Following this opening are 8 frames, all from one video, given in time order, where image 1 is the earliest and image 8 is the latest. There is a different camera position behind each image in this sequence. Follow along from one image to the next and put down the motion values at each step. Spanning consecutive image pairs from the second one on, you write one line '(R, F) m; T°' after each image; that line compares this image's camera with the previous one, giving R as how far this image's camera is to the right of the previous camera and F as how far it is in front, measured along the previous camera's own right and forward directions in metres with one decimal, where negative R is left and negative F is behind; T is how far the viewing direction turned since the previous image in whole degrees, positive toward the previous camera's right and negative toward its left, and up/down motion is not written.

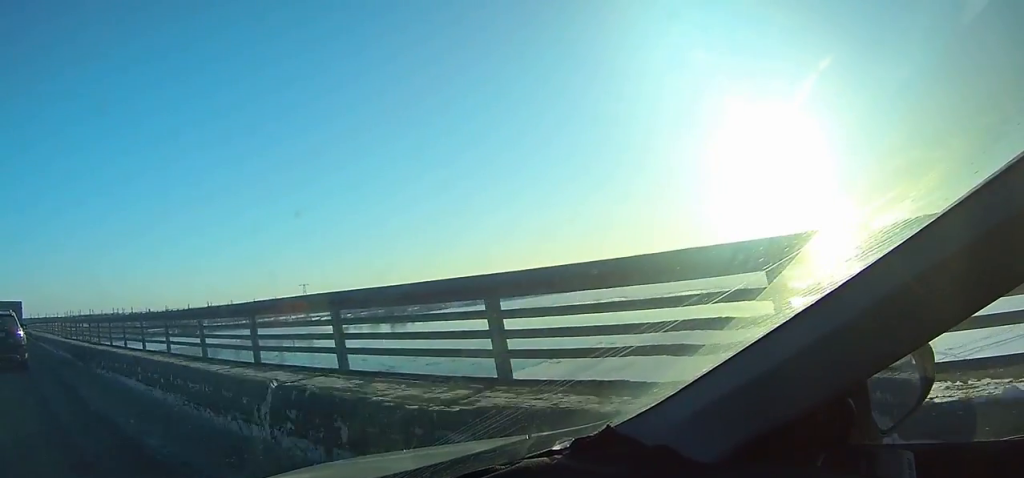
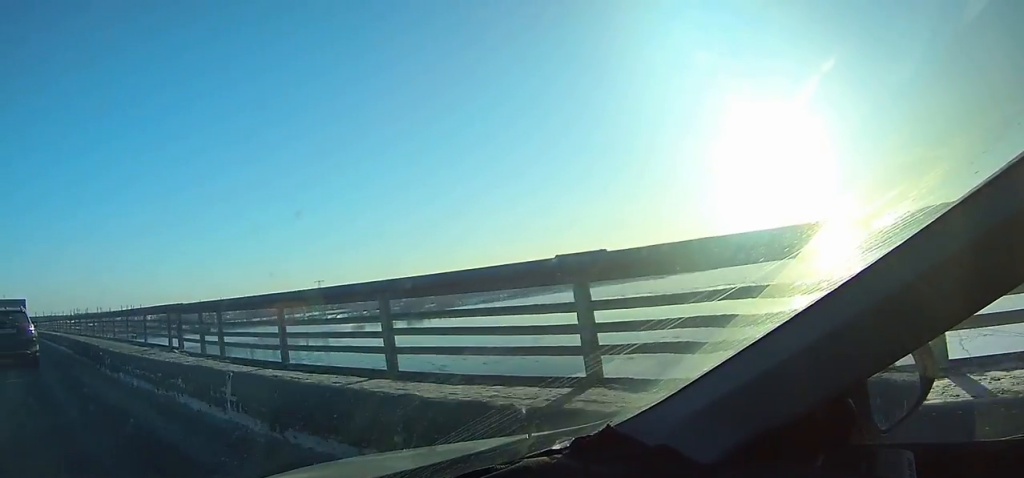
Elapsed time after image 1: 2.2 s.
(0.0, +31.3) m; 0°
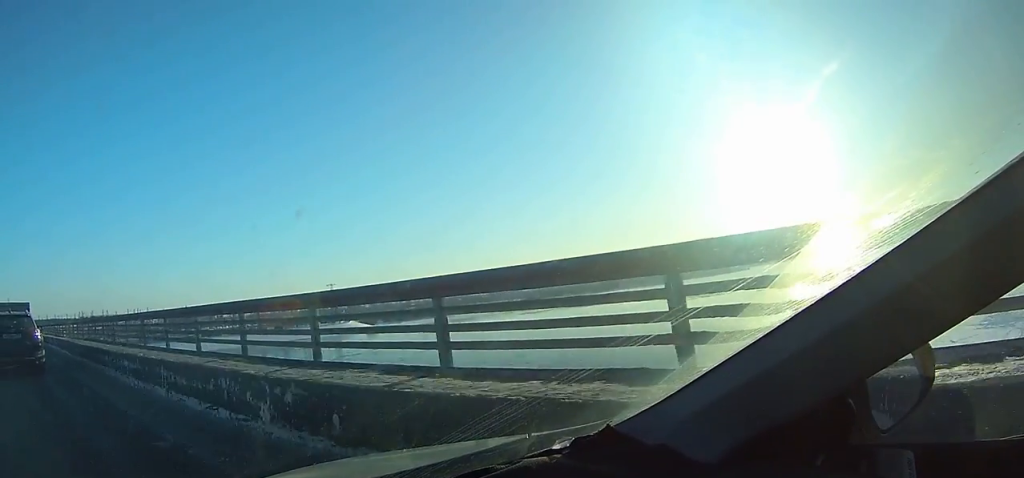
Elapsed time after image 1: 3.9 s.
(0.0, +24.7) m; 0°
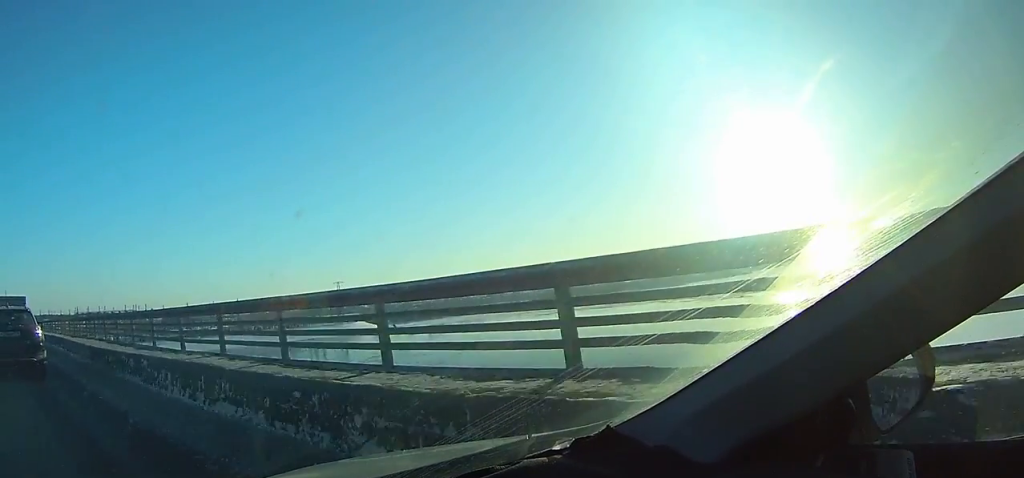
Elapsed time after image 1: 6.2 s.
(0.0, +33.5) m; 0°
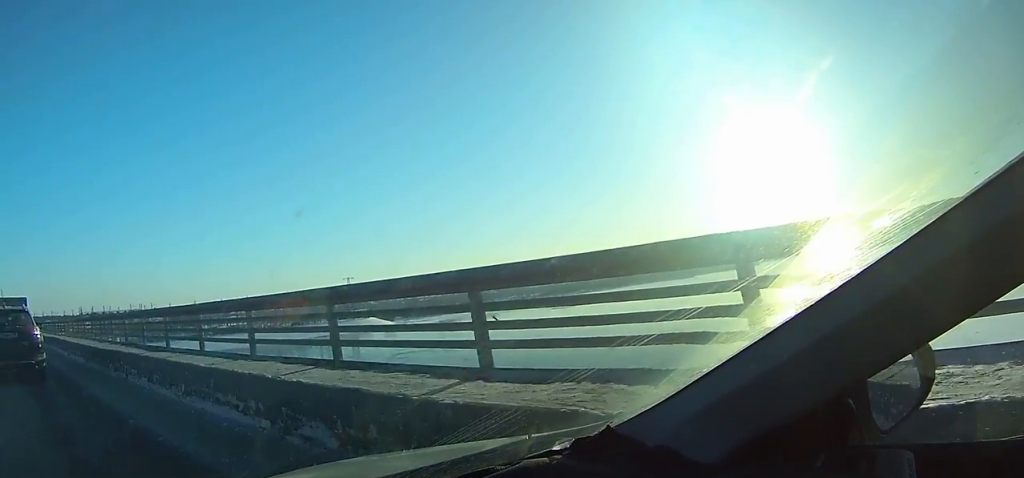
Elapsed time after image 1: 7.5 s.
(+0.1, +19.0) m; 0°
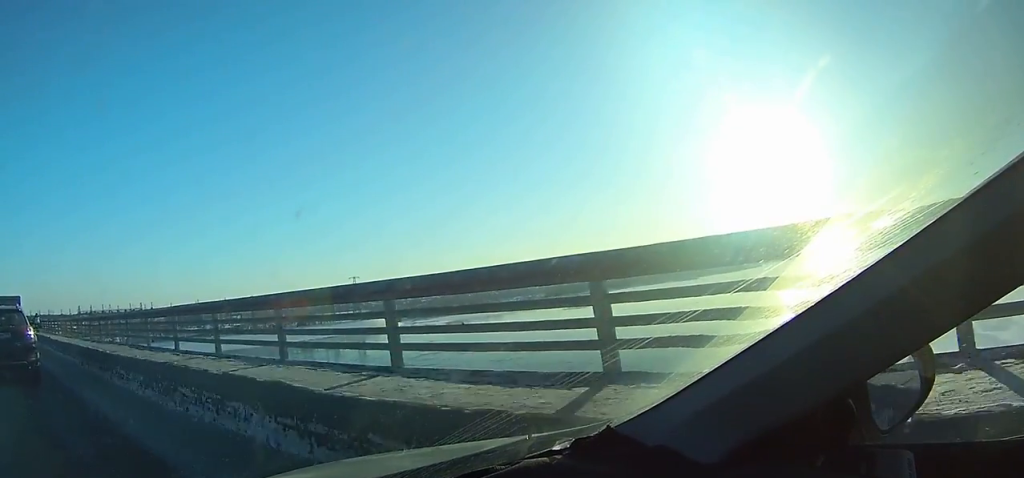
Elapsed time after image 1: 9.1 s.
(0.0, +23.3) m; 0°
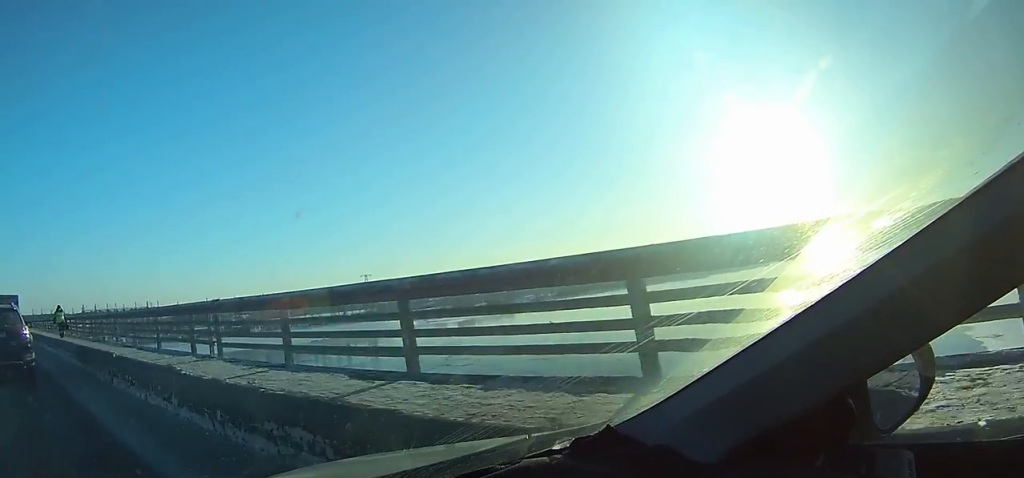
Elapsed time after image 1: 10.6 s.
(0.0, +21.6) m; 0°
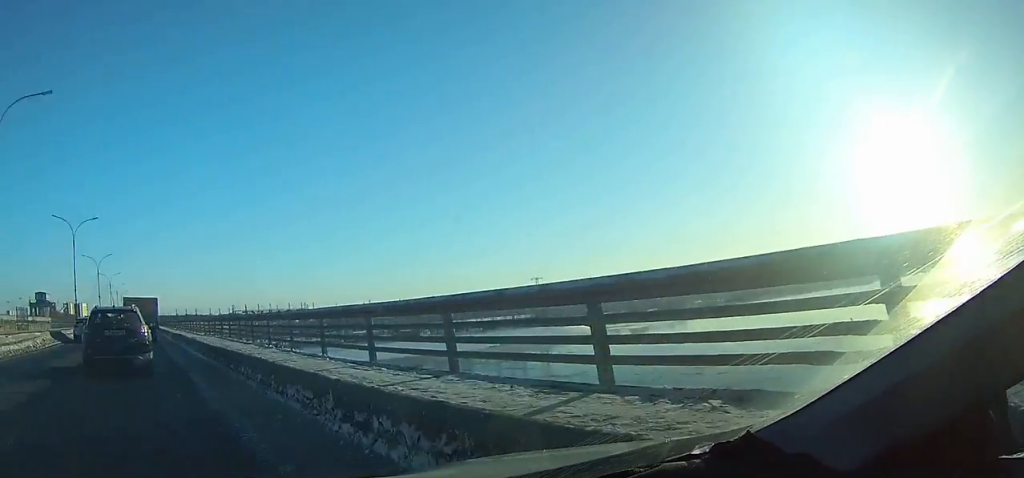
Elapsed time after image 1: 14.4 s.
(-0.2, +54.2) m; 0°
